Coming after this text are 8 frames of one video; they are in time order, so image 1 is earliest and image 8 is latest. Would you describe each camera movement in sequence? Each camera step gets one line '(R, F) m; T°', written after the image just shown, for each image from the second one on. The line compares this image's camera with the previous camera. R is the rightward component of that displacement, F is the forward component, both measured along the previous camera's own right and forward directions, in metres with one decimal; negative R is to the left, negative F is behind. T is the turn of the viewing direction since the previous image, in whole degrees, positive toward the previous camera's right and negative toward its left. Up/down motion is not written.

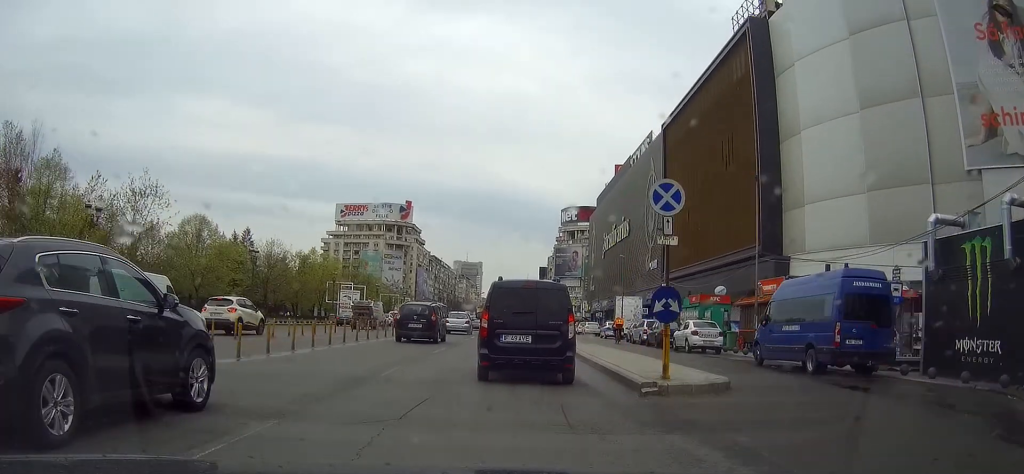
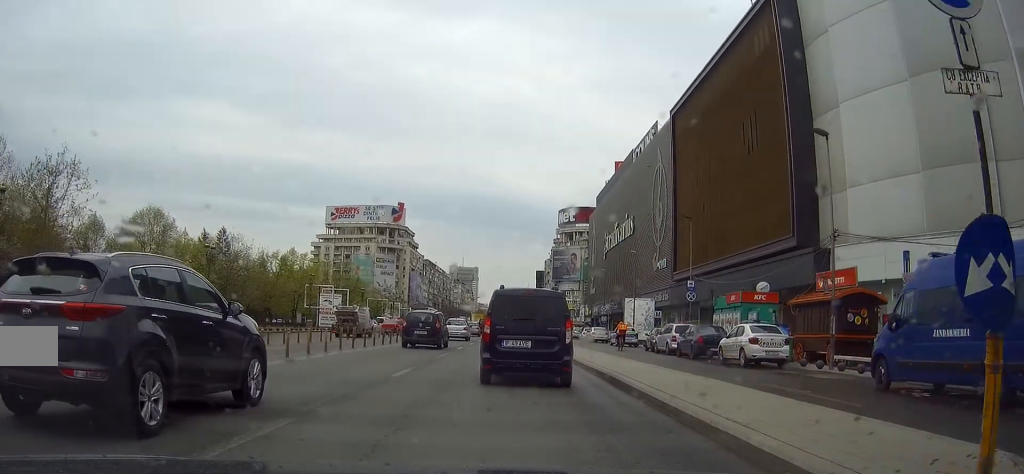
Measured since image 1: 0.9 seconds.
(0.0, +8.4) m; 0°
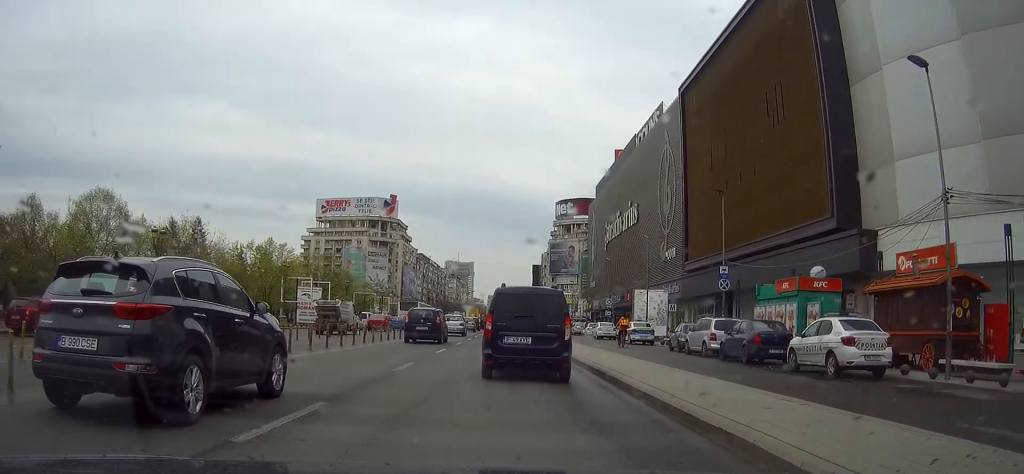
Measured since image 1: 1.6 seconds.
(0.0, +7.6) m; +1°
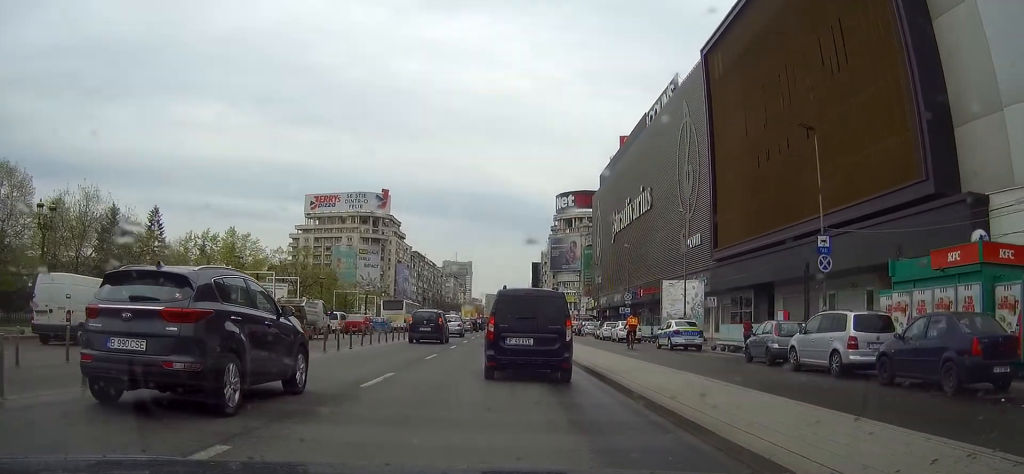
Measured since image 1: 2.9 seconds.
(+0.2, +12.1) m; +1°
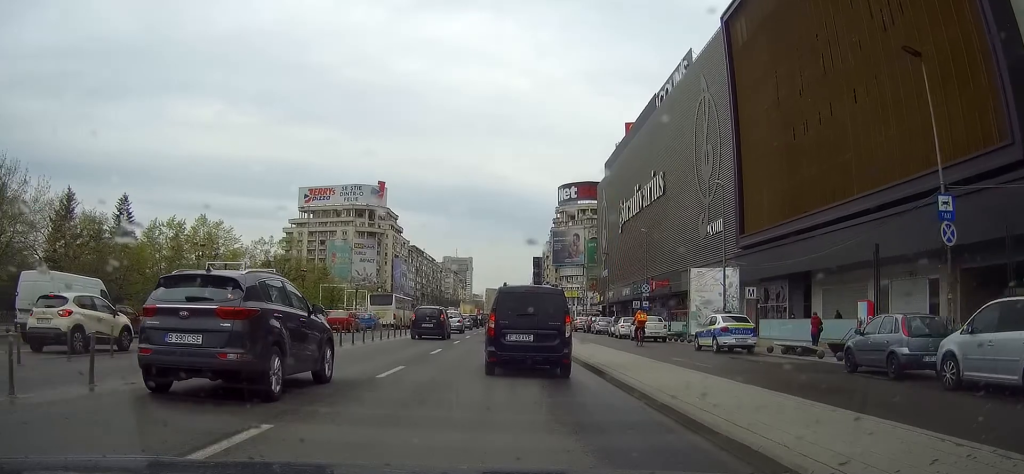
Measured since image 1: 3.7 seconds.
(-0.1, +8.0) m; 0°
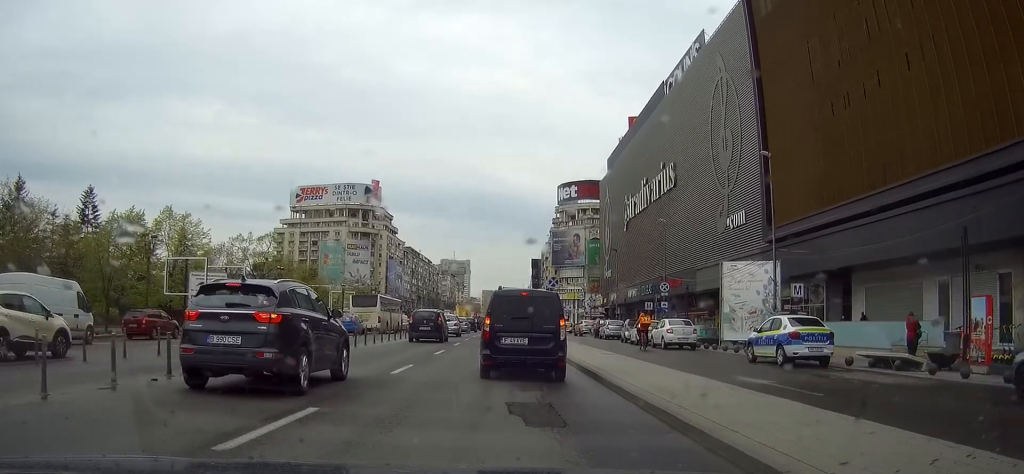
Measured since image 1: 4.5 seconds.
(+0.1, +7.4) m; +1°
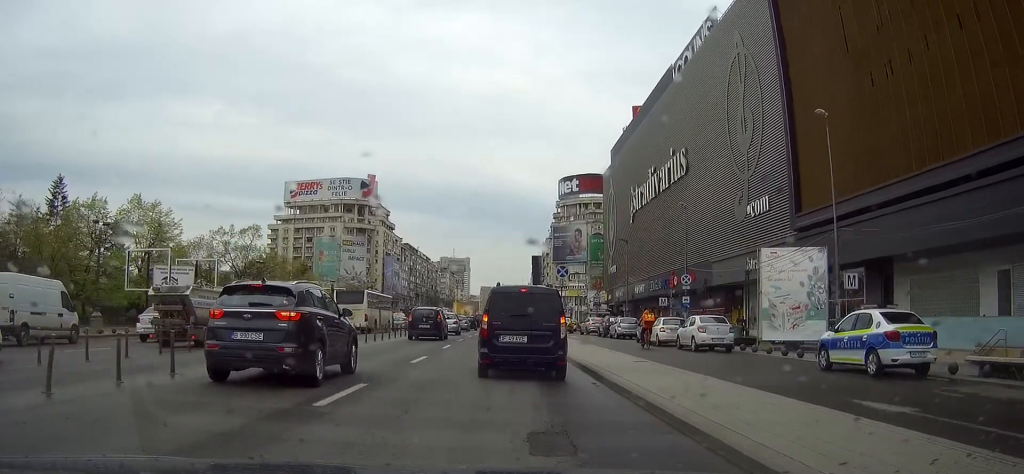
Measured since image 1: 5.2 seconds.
(+0.1, +5.9) m; +1°
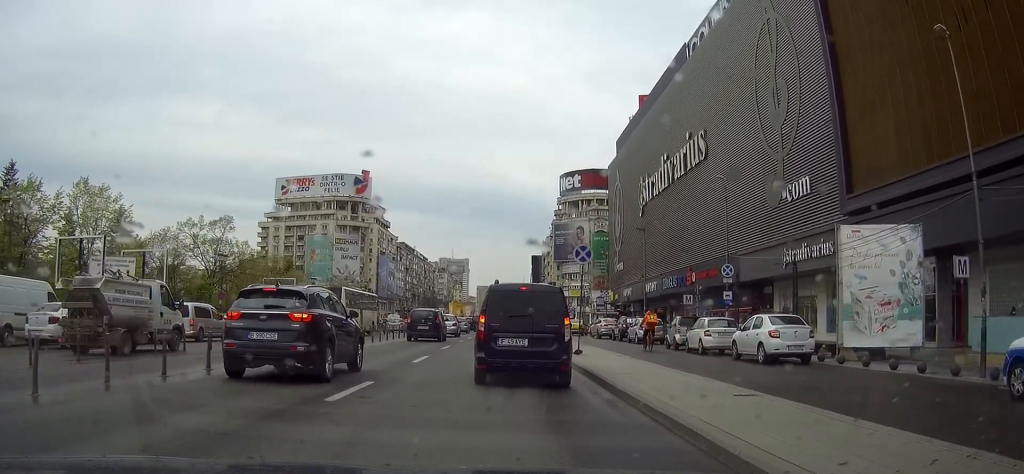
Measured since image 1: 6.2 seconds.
(+0.1, +8.3) m; 0°
